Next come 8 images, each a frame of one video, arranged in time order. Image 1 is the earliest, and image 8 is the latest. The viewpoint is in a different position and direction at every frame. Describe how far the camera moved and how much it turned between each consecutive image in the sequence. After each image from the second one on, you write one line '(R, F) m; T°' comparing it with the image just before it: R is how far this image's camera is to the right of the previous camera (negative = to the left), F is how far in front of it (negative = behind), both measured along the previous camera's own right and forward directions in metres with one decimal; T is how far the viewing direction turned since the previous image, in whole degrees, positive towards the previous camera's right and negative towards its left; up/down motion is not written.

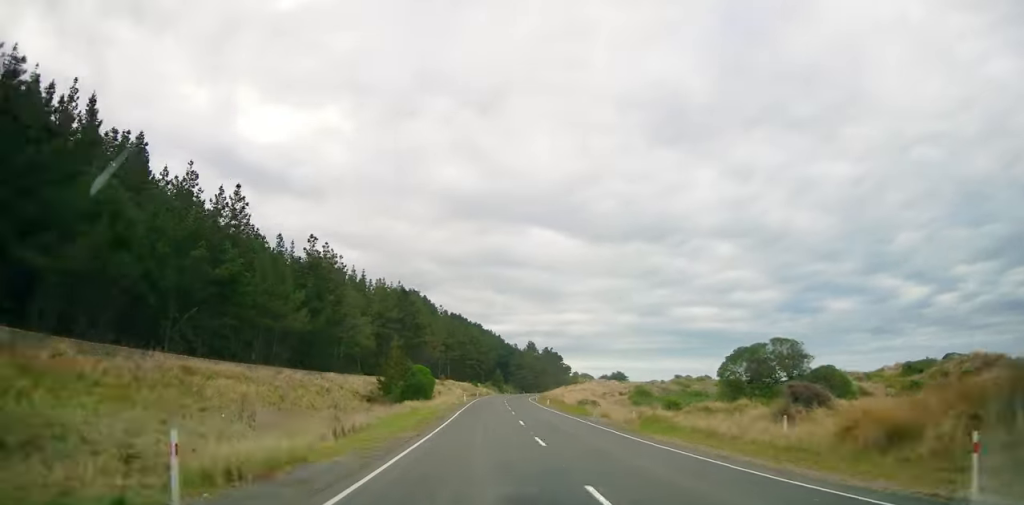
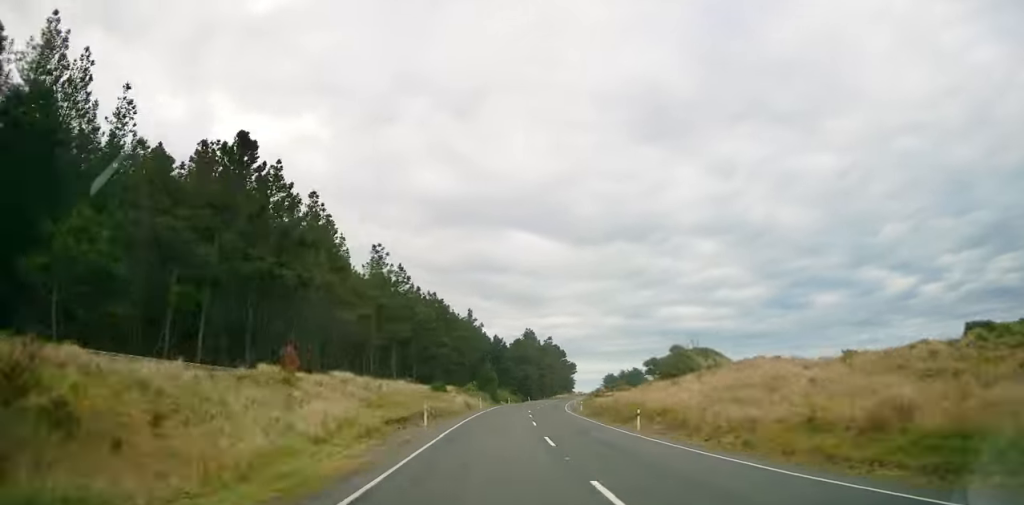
(+1.4, +69.1) m; +4°
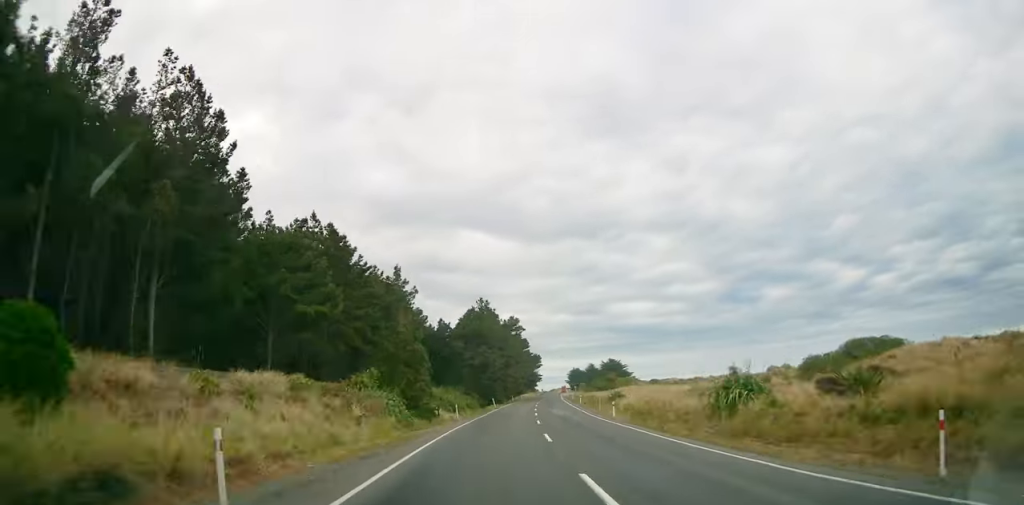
(+0.9, +49.4) m; +3°
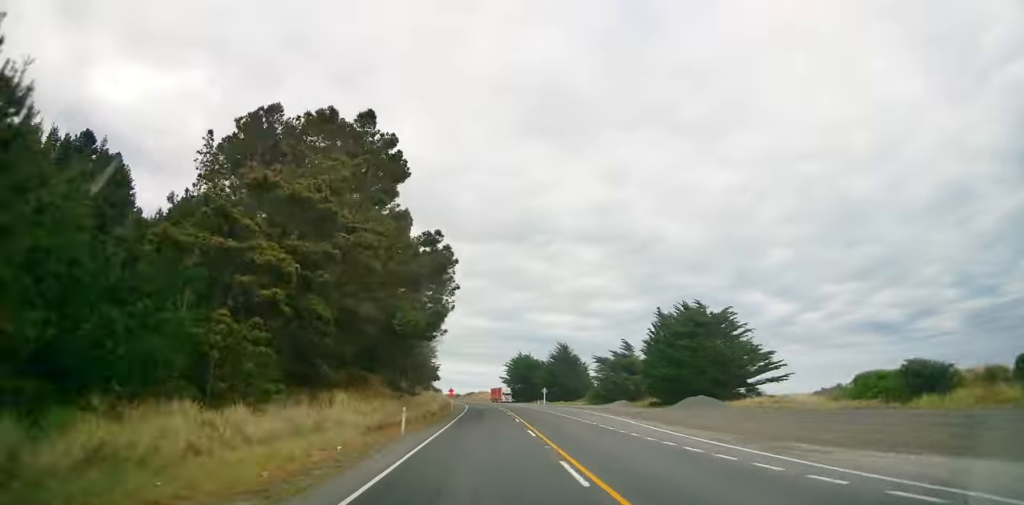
(+12.9, +168.4) m; +5°
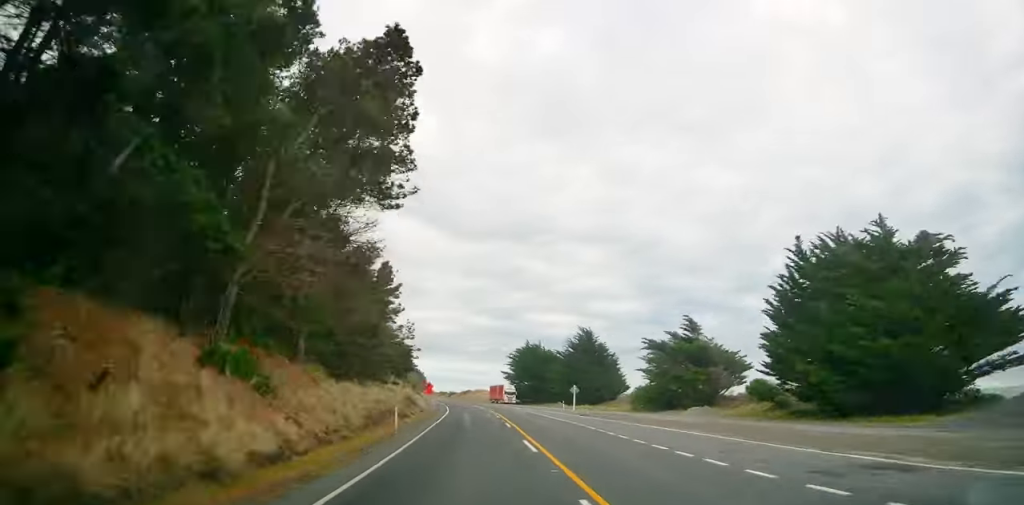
(+0.9, +35.5) m; -1°
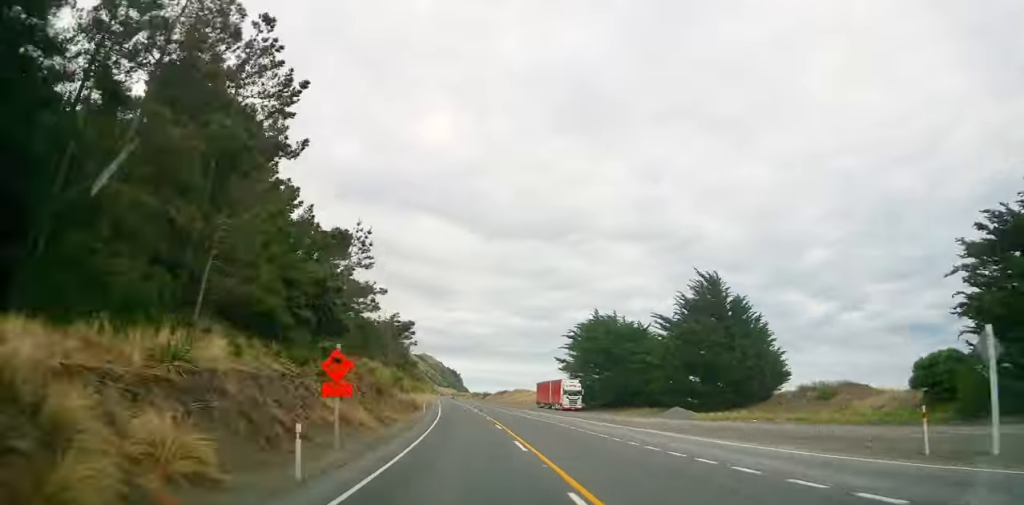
(-1.0, +49.6) m; -2°
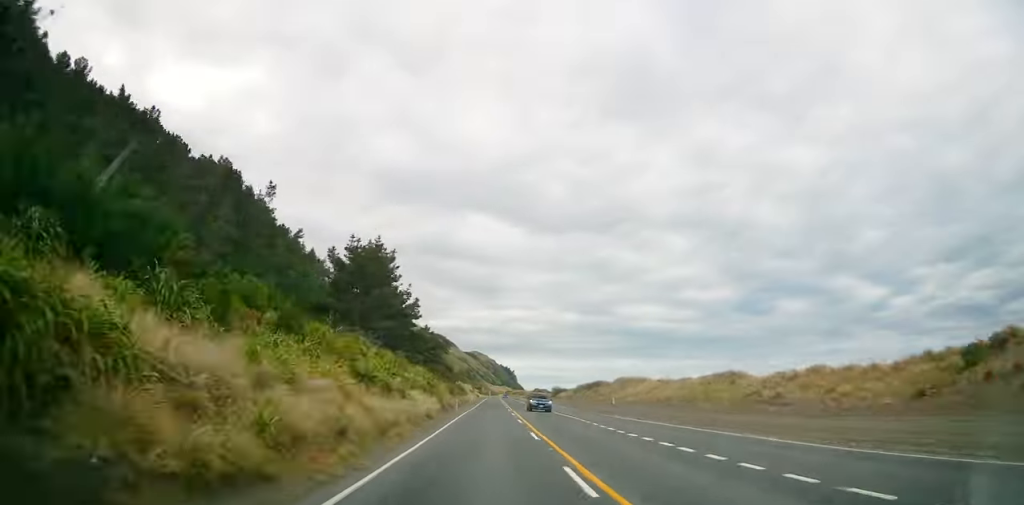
(-3.8, +86.8) m; -3°
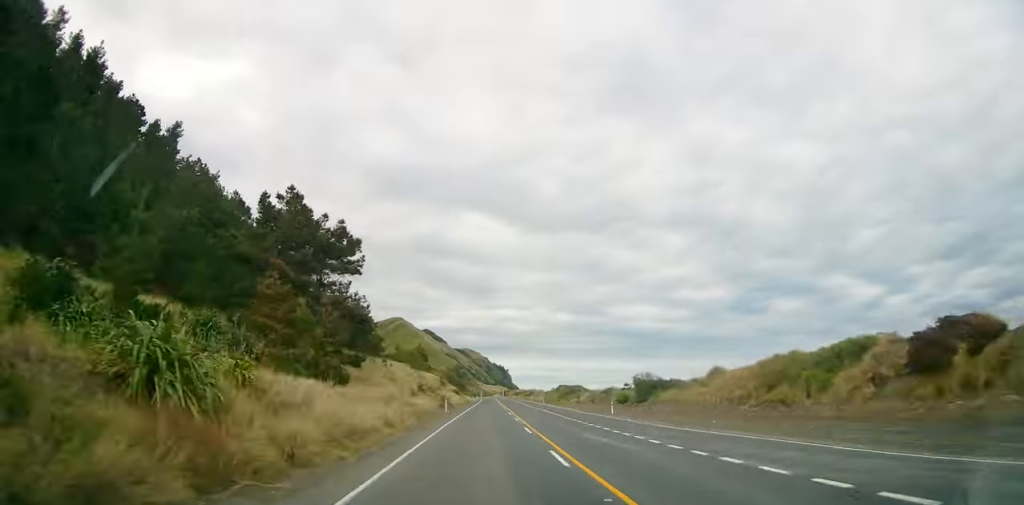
(-0.9, +94.4) m; -1°
